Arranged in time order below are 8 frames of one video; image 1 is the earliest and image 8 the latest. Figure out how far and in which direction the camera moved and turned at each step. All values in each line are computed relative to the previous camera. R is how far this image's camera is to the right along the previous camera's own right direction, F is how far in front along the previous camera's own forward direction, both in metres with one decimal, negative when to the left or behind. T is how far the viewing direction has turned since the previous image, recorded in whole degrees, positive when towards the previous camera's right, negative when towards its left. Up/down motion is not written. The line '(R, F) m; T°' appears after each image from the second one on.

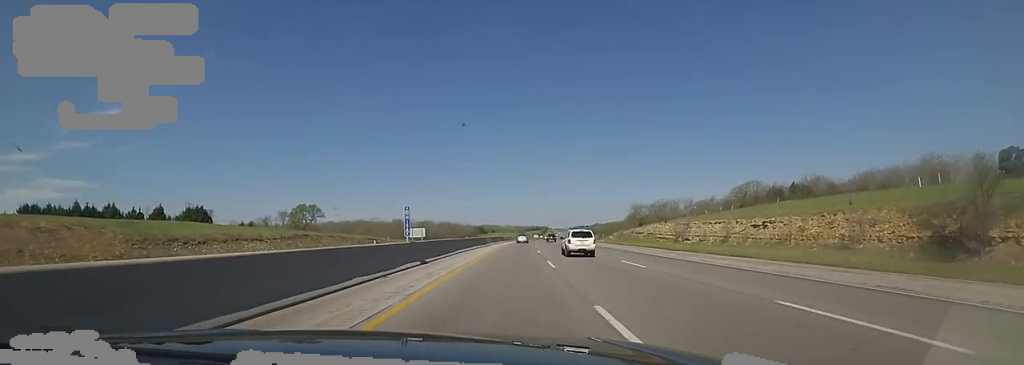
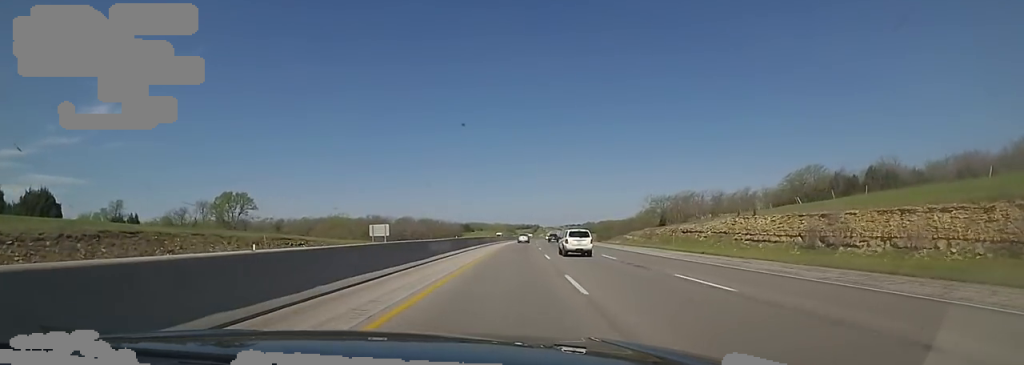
(+1.2, +39.0) m; 0°
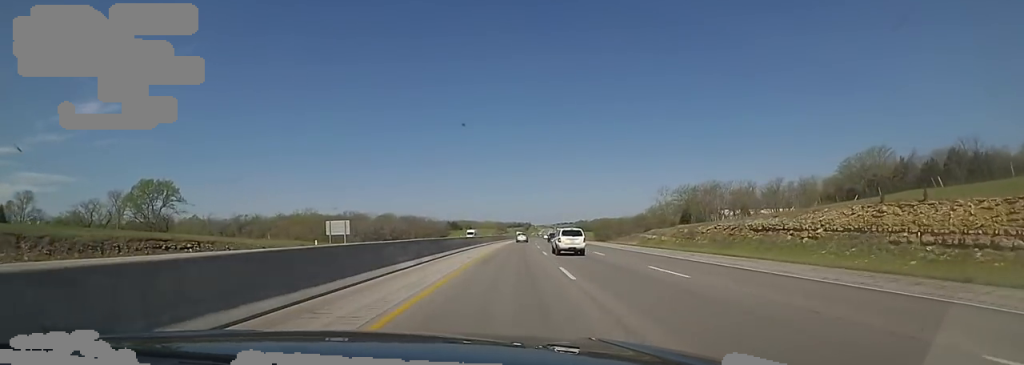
(-0.8, +27.3) m; +2°
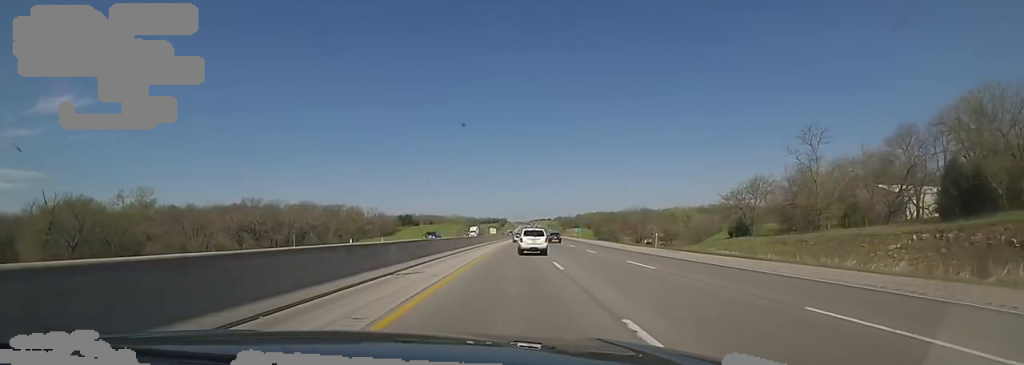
(+3.4, +88.3) m; +1°
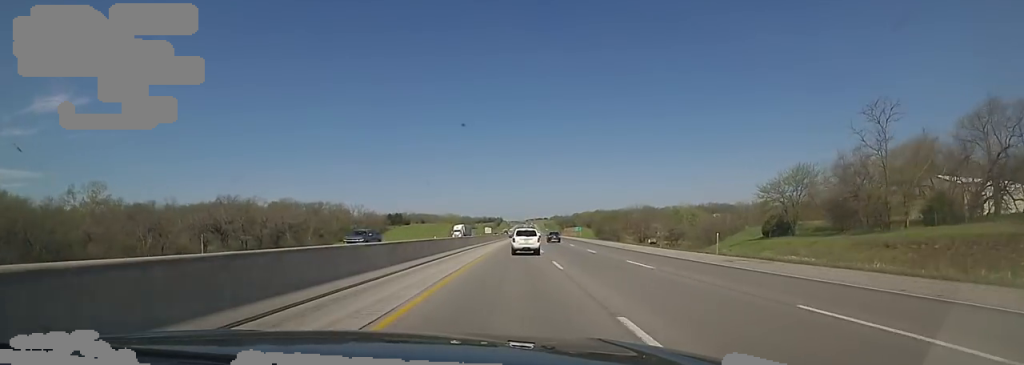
(0.0, +15.1) m; +1°
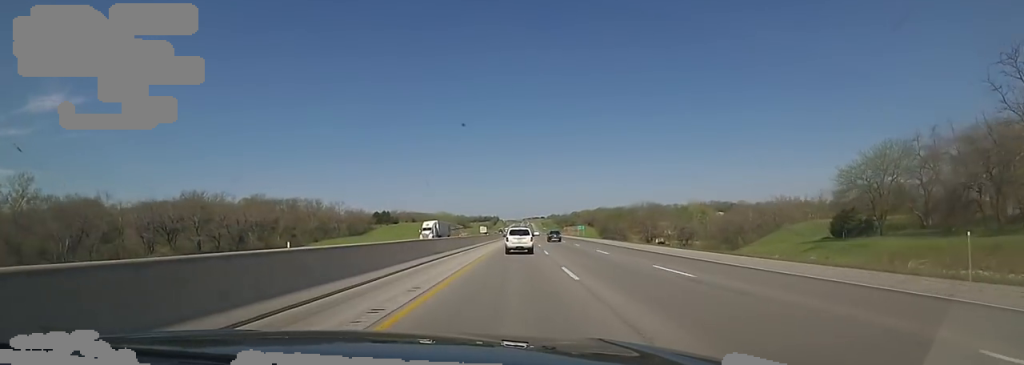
(0.0, +19.6) m; +2°
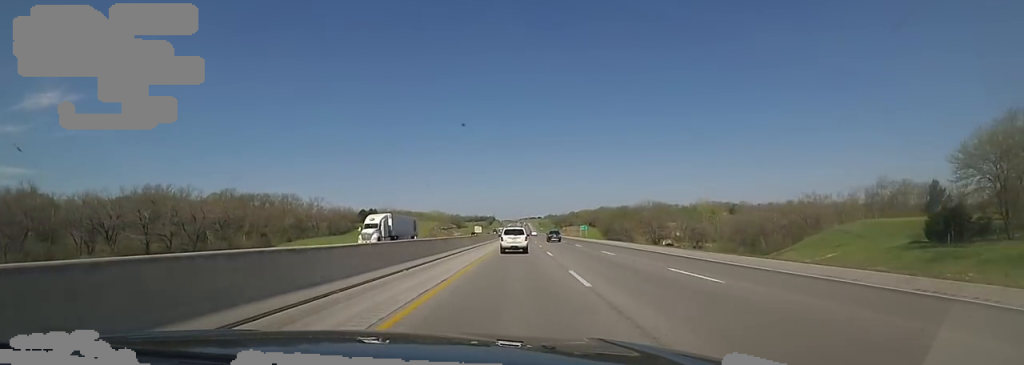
(+0.6, +17.1) m; +2°
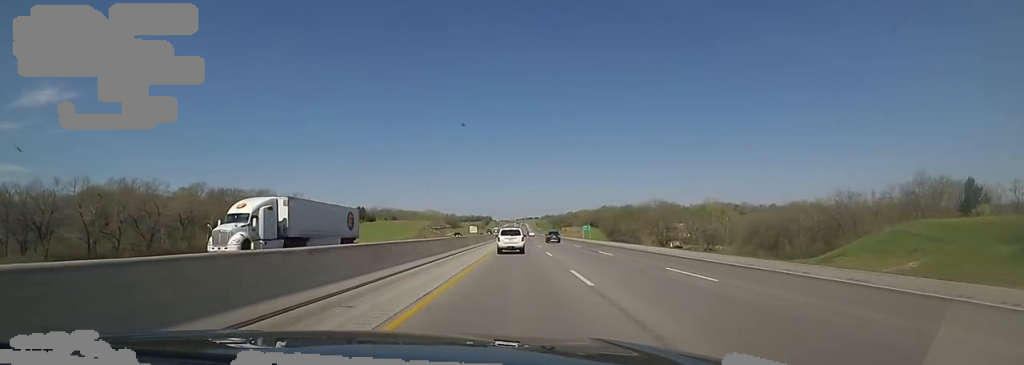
(+0.2, +14.8) m; +1°
